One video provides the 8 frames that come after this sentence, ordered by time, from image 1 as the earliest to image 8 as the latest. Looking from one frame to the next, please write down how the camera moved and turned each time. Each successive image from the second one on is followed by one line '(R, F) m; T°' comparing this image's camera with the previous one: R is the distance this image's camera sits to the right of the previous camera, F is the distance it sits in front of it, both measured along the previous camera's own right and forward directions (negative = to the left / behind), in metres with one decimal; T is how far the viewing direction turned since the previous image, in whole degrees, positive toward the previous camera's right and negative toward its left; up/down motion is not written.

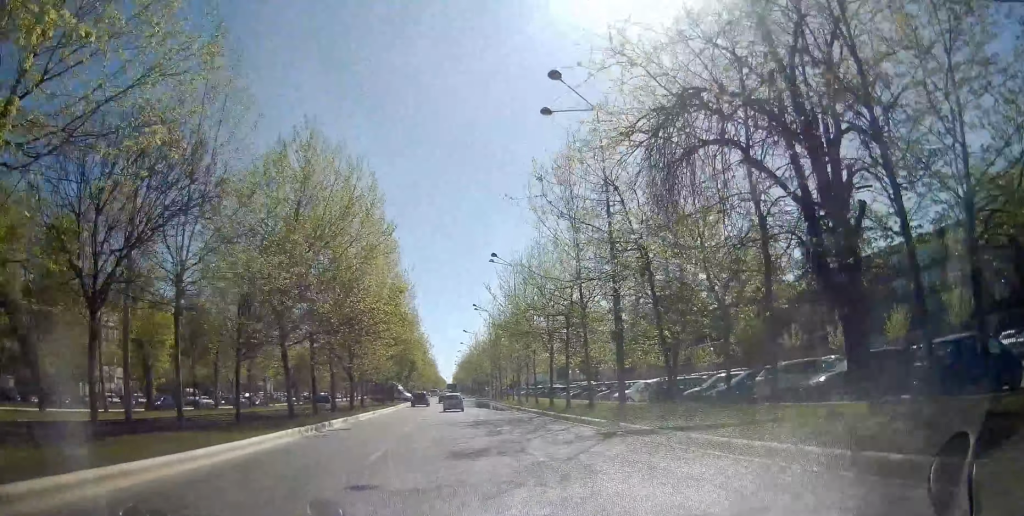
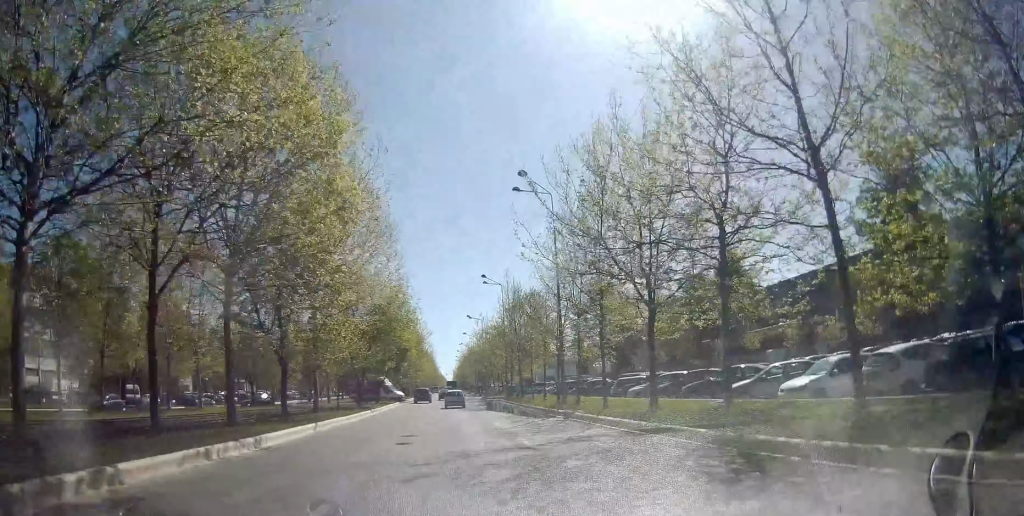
(0.0, +17.8) m; +2°
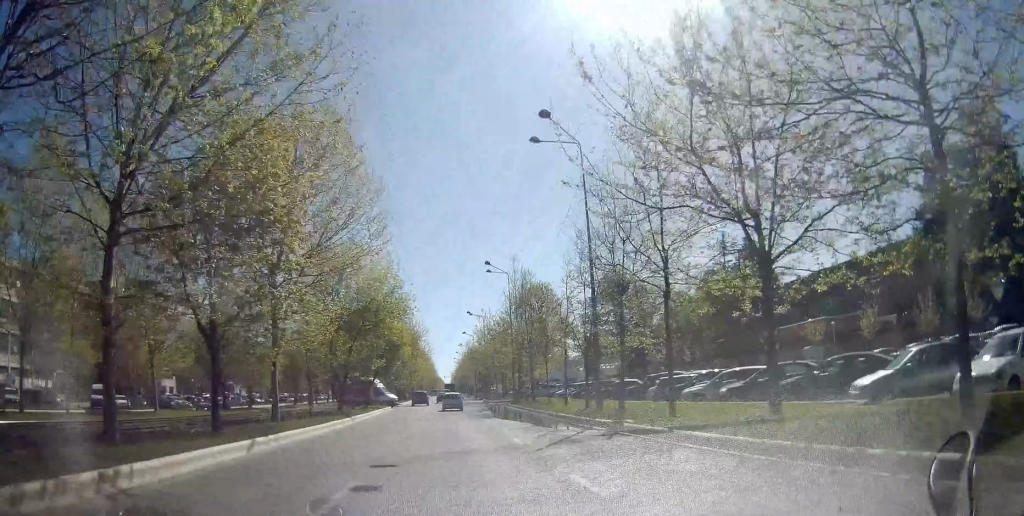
(+0.3, +7.4) m; 0°
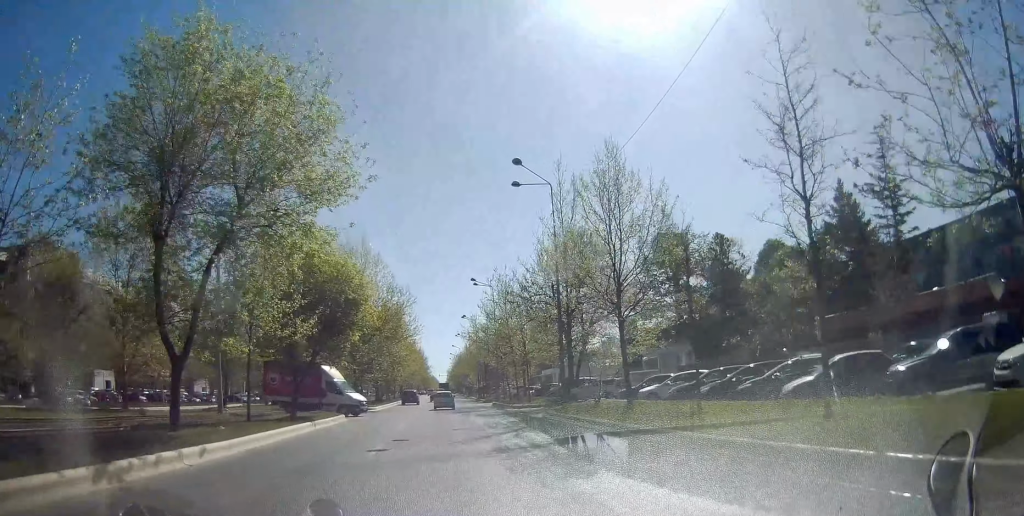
(-0.2, +23.0) m; 0°
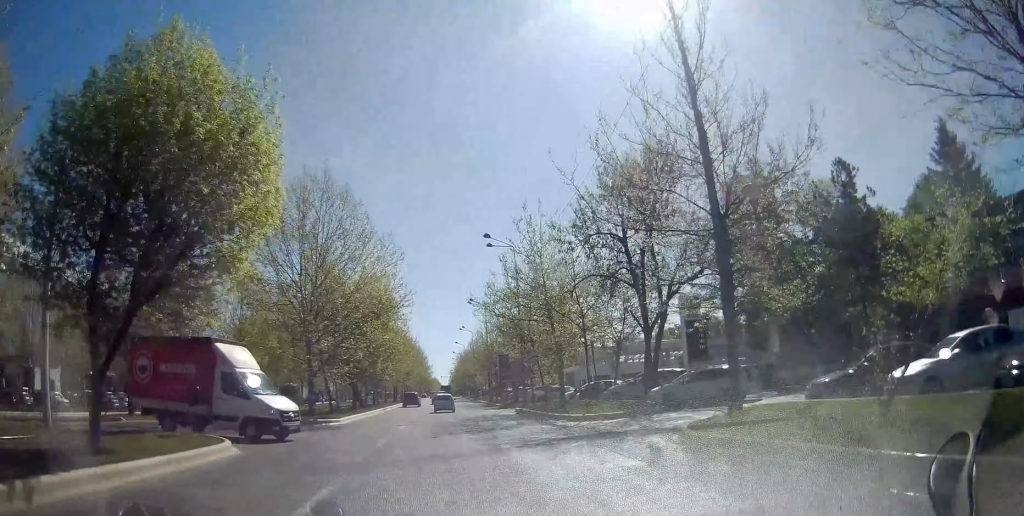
(+0.1, +17.3) m; 0°
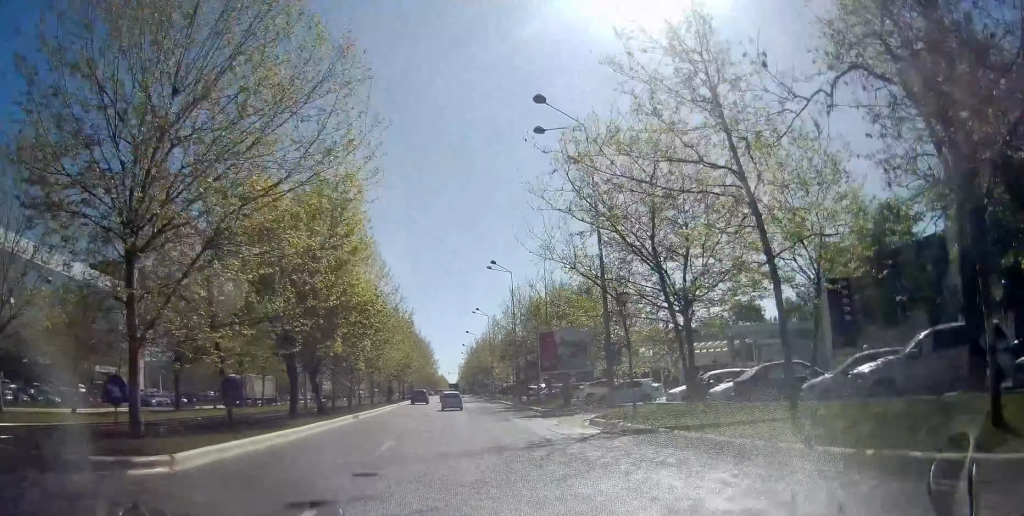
(+0.1, +20.3) m; 0°
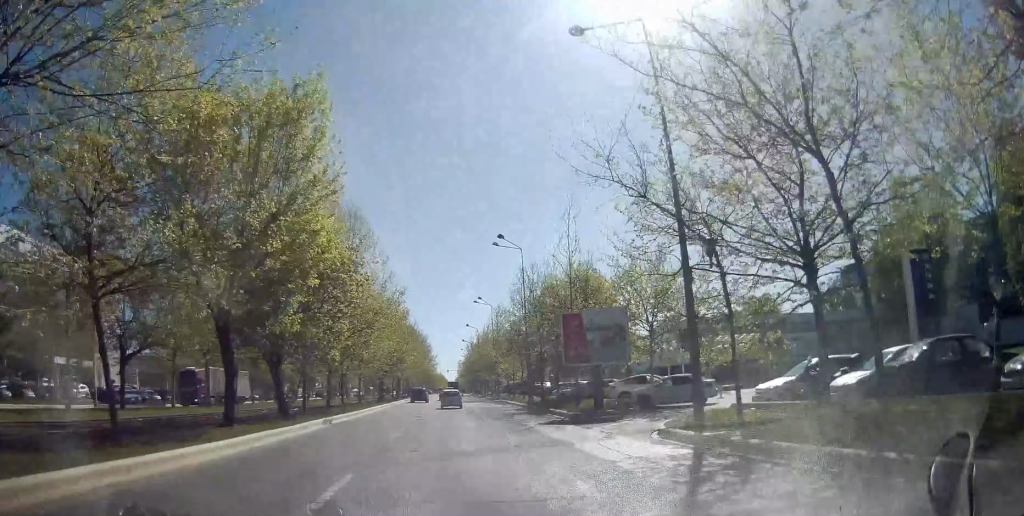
(-0.1, +7.7) m; -1°
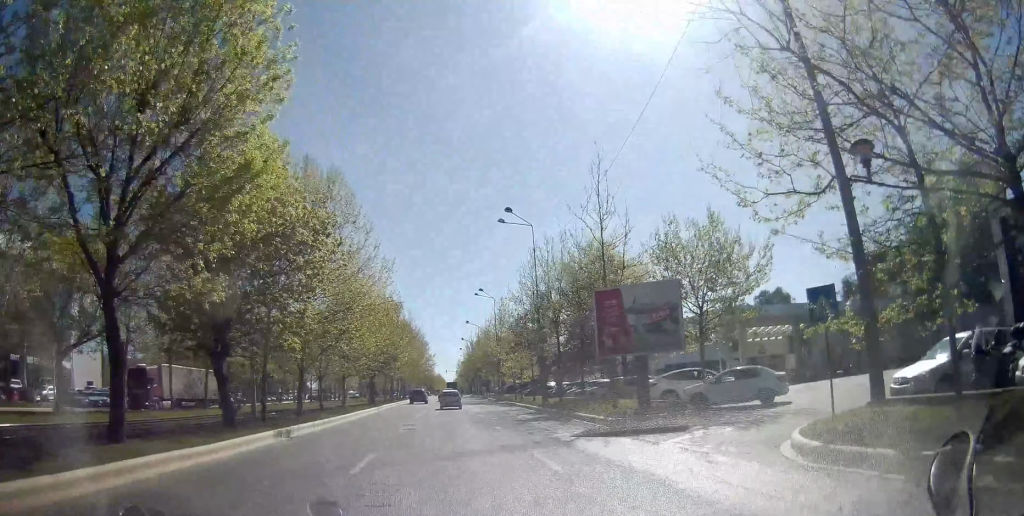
(-0.1, +6.8) m; -1°
